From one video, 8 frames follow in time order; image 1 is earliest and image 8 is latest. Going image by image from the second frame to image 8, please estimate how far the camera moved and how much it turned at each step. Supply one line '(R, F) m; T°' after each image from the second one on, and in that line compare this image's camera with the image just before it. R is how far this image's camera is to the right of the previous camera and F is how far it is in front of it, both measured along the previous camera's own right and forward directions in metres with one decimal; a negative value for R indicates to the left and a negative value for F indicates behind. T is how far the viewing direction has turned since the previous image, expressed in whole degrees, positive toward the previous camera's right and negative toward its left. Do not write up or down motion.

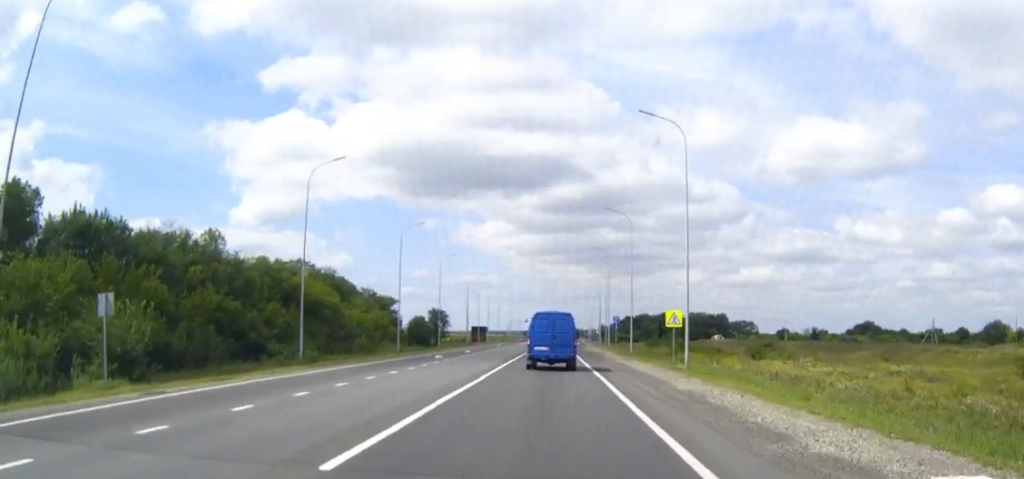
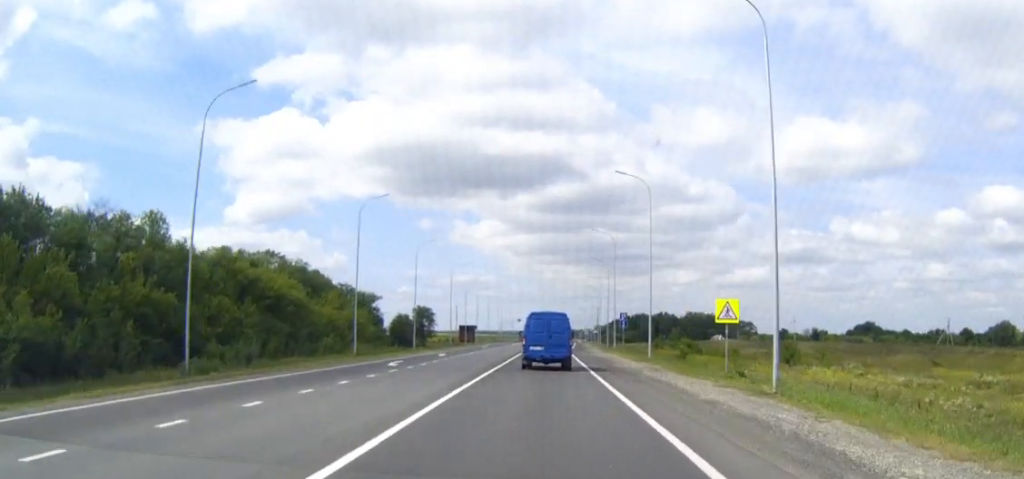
(0.0, +15.4) m; 0°
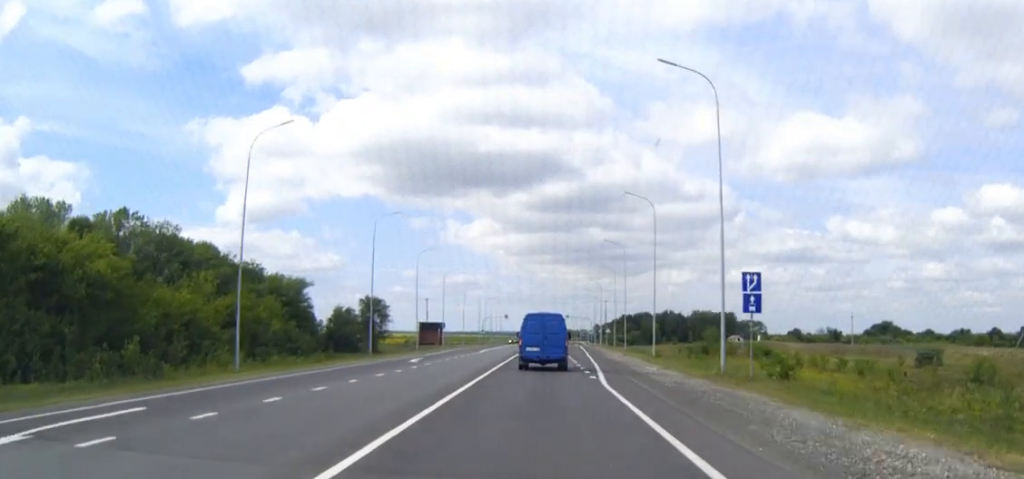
(+0.2, +51.4) m; 0°
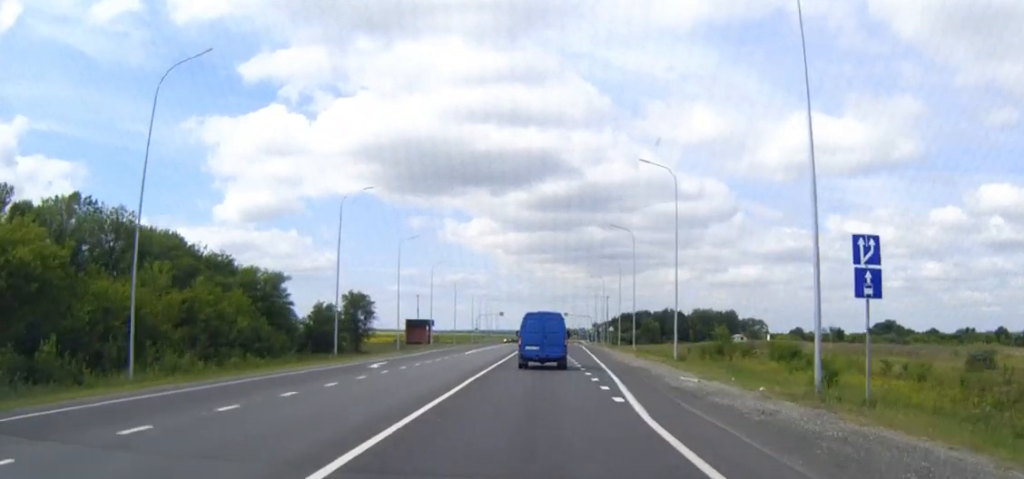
(0.0, +10.9) m; 0°
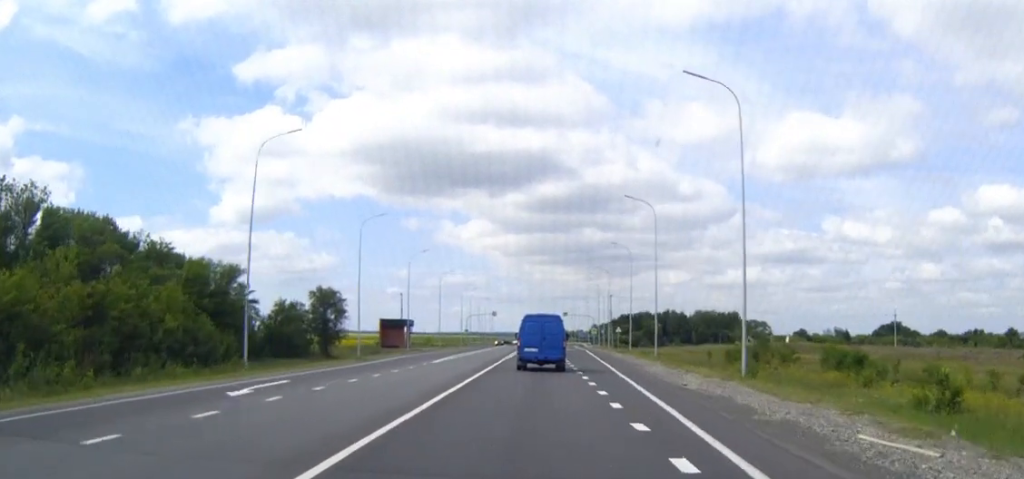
(0.0, +17.3) m; 0°
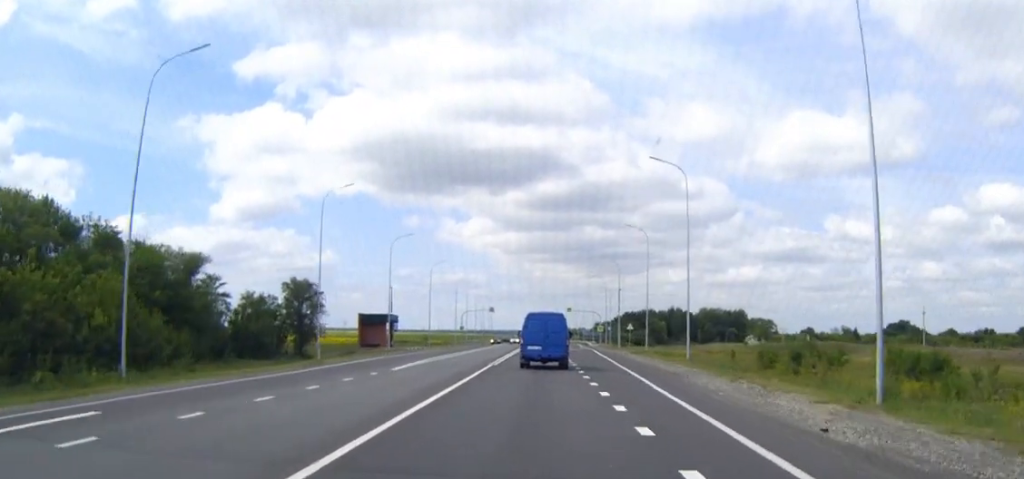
(0.0, +12.9) m; 0°
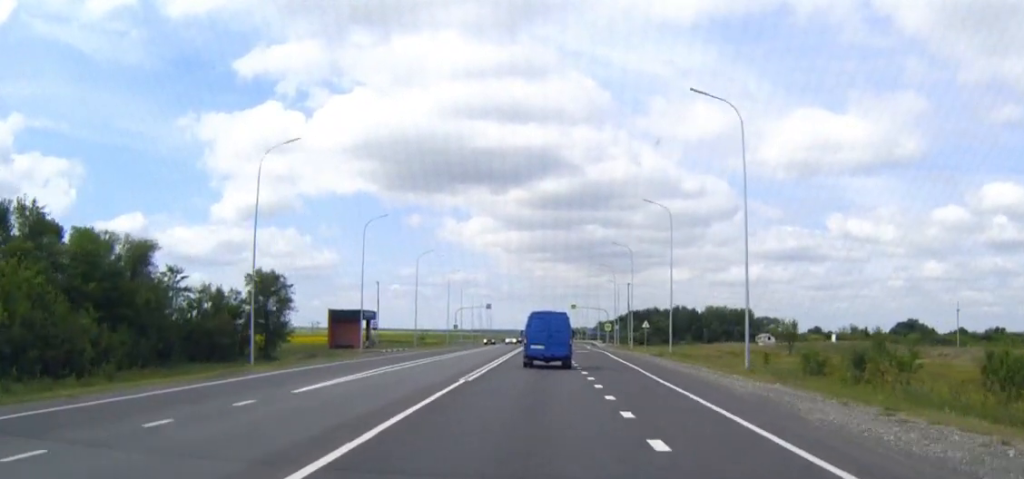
(0.0, +14.2) m; 0°
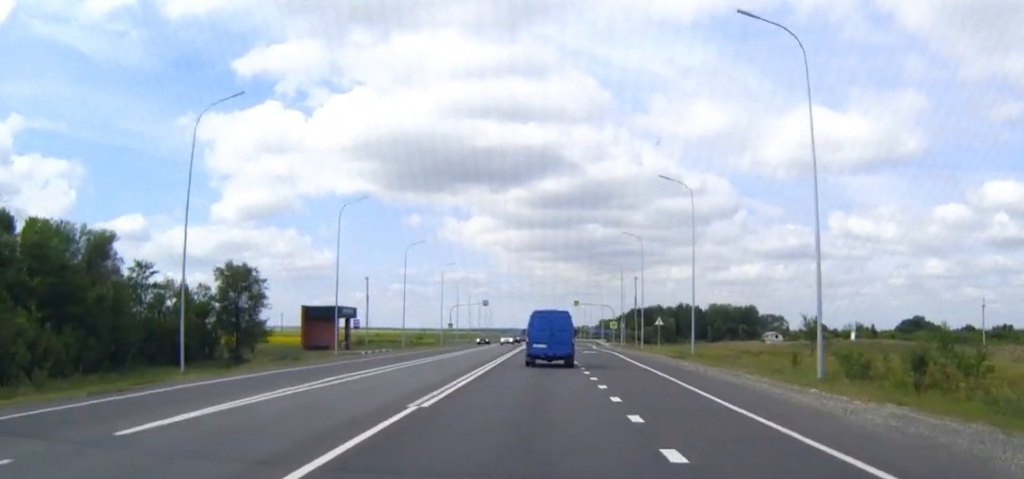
(0.0, +9.1) m; 0°
